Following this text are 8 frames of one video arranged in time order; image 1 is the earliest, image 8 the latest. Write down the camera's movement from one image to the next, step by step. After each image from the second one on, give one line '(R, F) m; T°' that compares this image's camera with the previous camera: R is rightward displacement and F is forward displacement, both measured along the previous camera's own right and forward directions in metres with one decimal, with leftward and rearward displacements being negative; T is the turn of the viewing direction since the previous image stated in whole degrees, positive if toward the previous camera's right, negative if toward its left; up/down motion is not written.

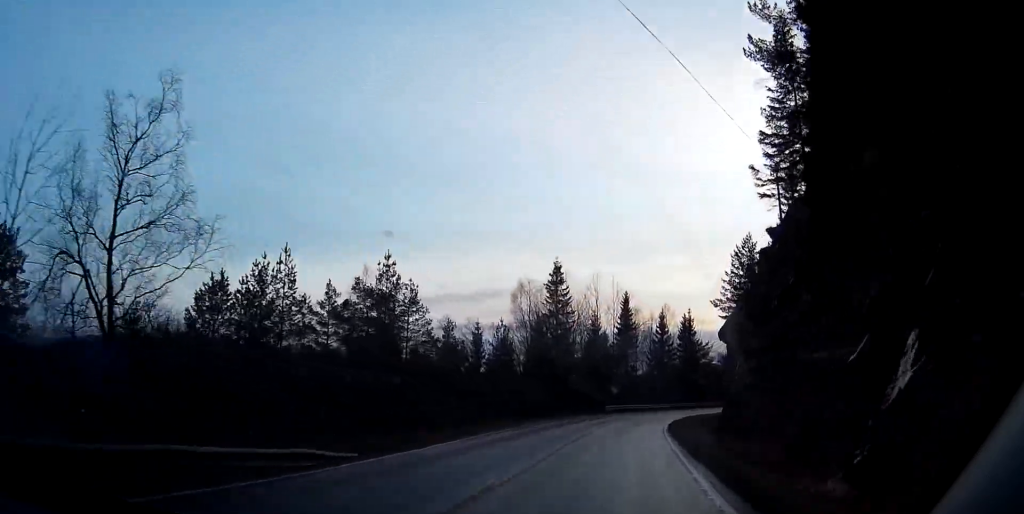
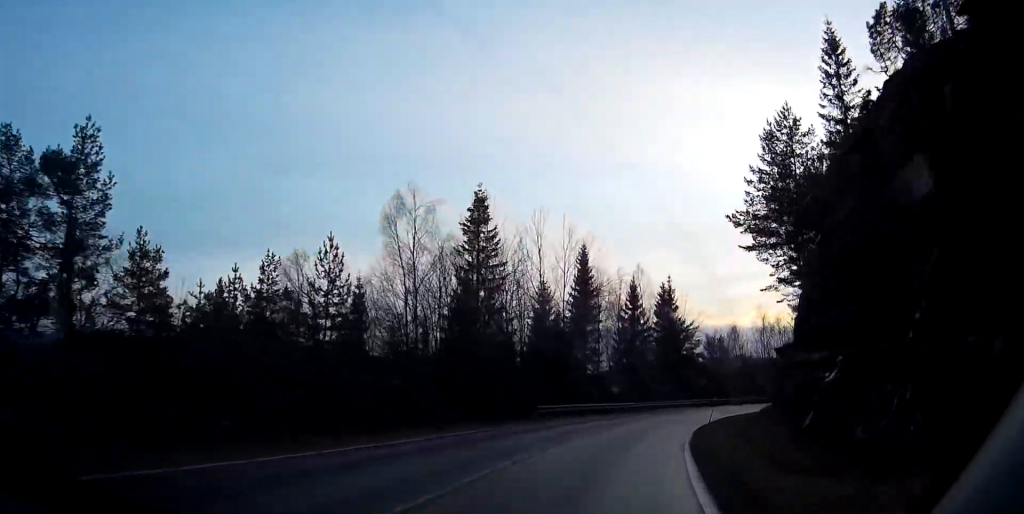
(+0.3, +26.7) m; +6°
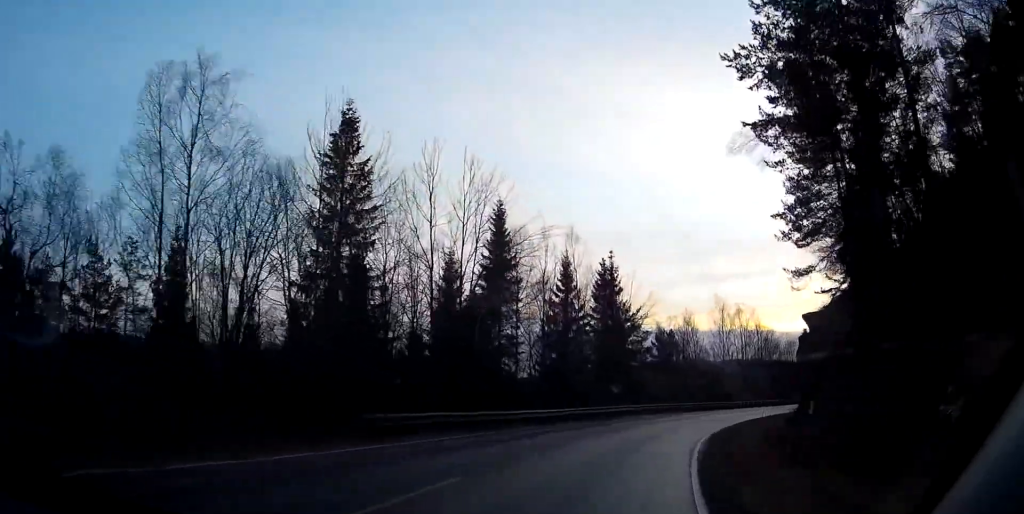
(+1.2, +16.6) m; +6°
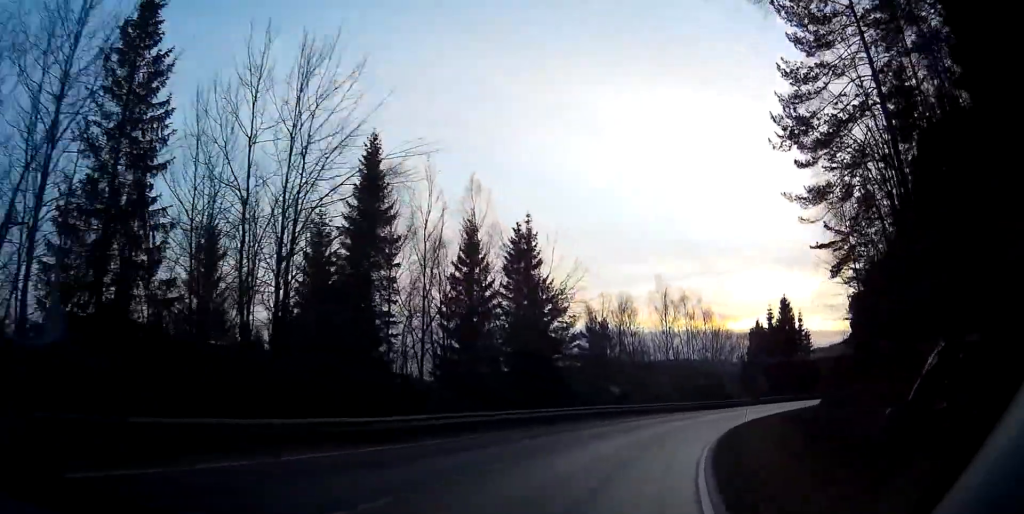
(+0.5, +14.5) m; +4°
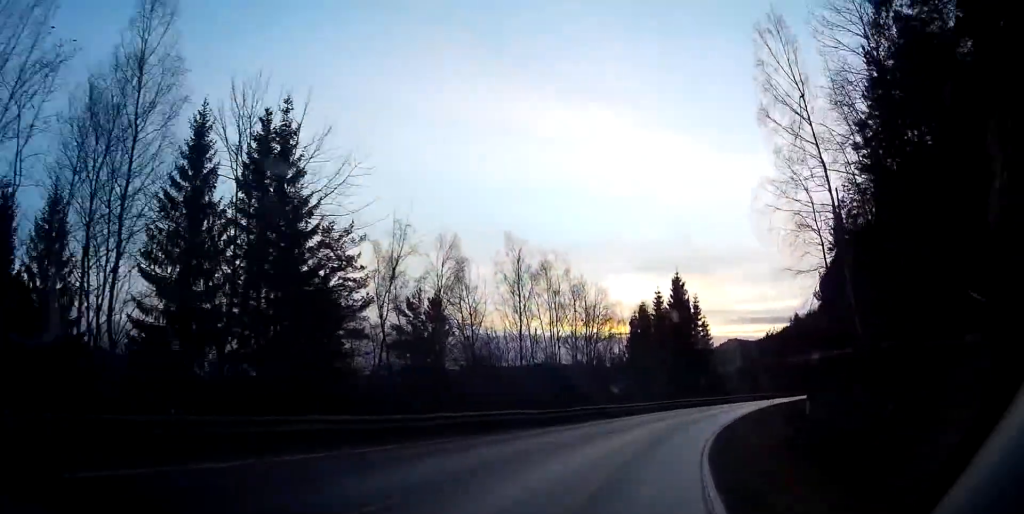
(+1.4, +23.6) m; +9°
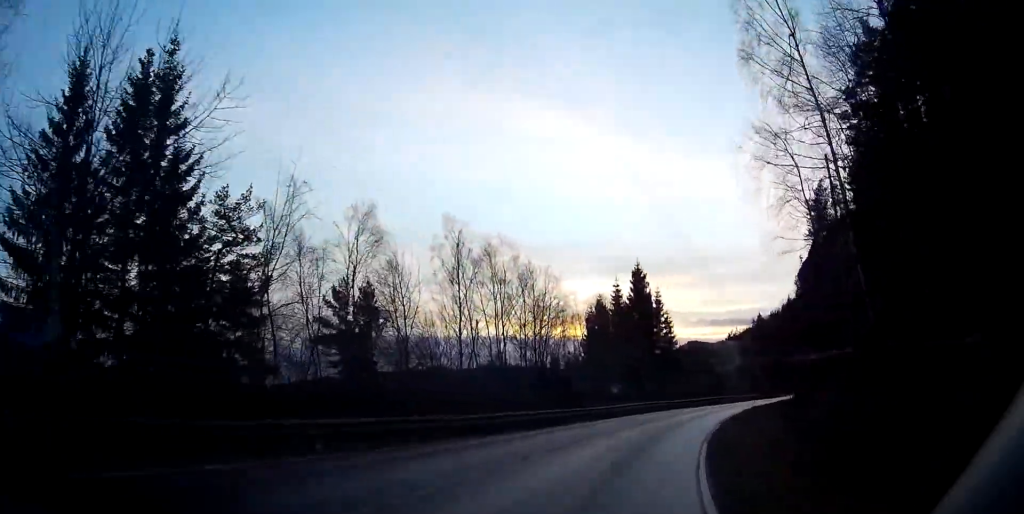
(+0.2, +7.2) m; +3°
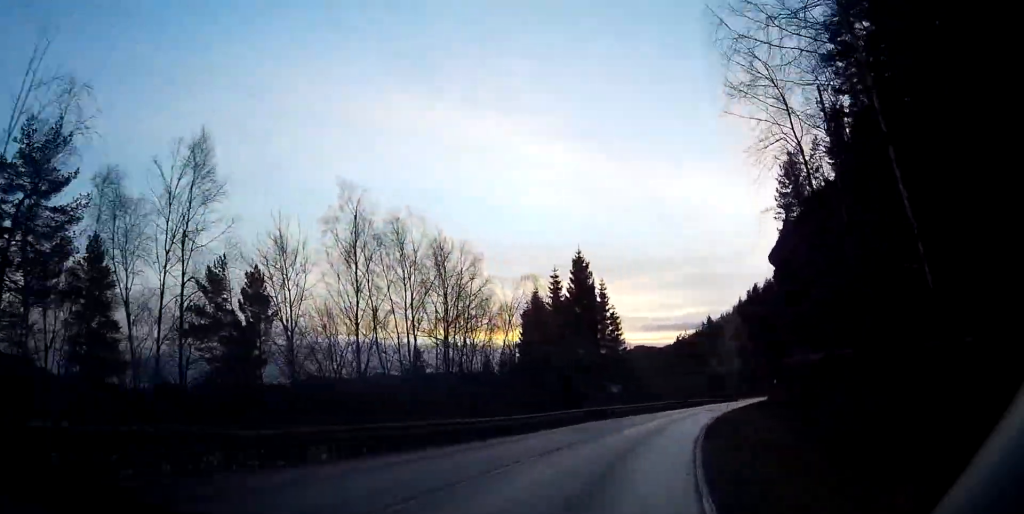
(+0.5, +10.4) m; +3°
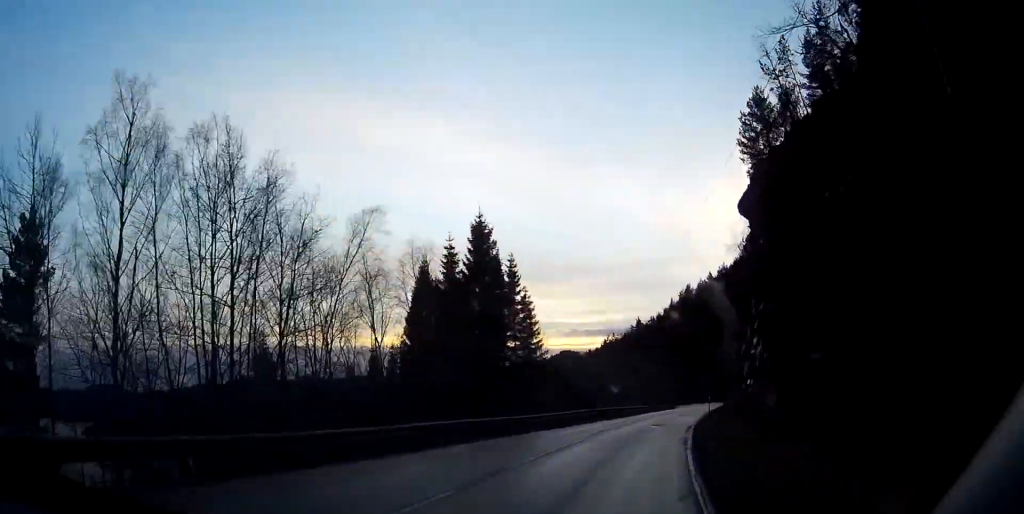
(+0.7, +16.7) m; +3°
